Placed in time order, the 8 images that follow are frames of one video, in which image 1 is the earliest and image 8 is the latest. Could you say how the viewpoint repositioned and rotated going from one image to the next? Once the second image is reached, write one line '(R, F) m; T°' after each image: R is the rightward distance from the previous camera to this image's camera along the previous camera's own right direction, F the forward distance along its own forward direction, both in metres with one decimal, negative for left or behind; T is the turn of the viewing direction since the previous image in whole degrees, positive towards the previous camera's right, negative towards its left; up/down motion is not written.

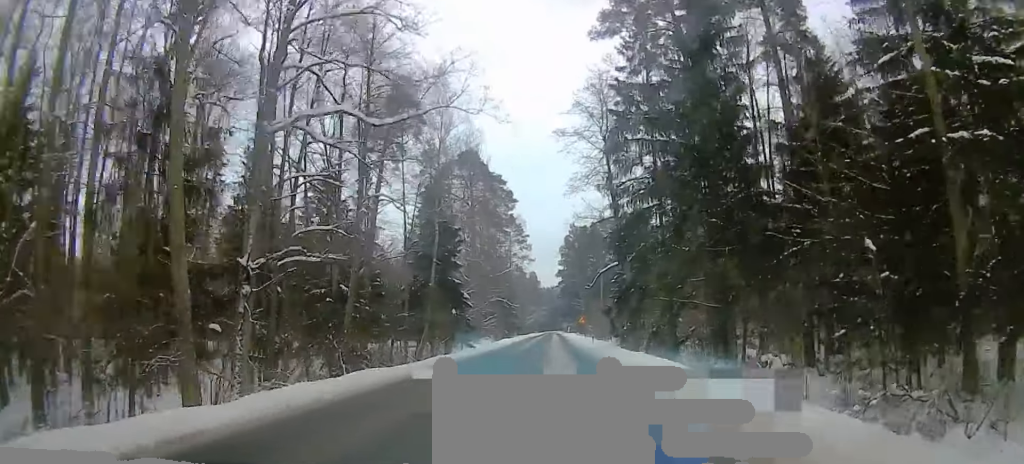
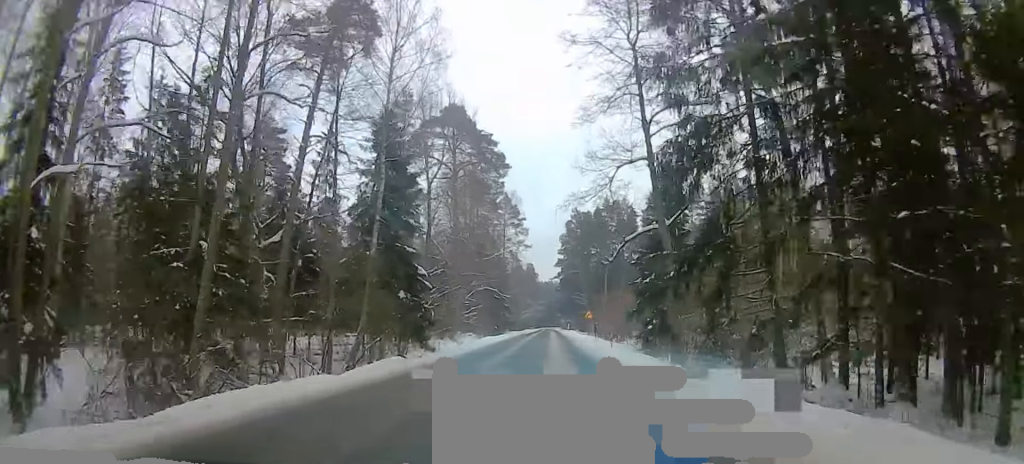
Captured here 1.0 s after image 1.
(0.0, +18.9) m; +2°
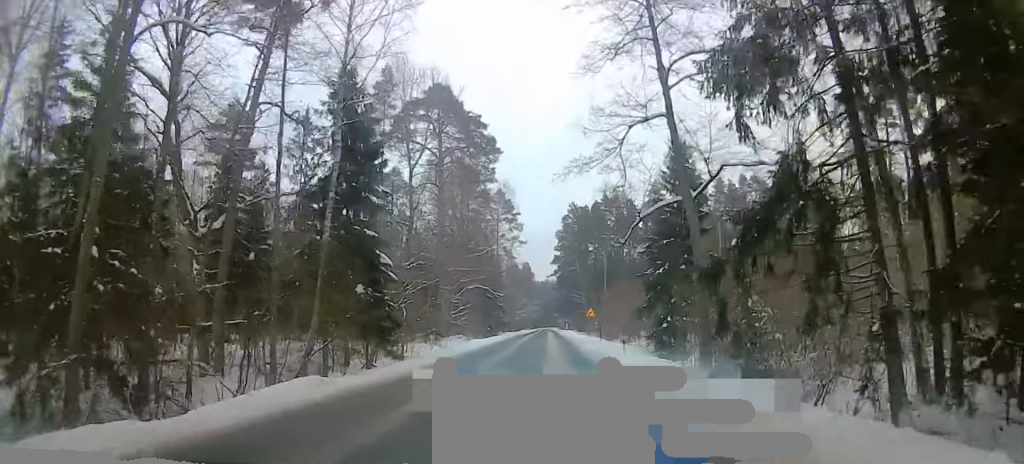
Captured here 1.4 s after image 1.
(+0.1, +7.6) m; +1°
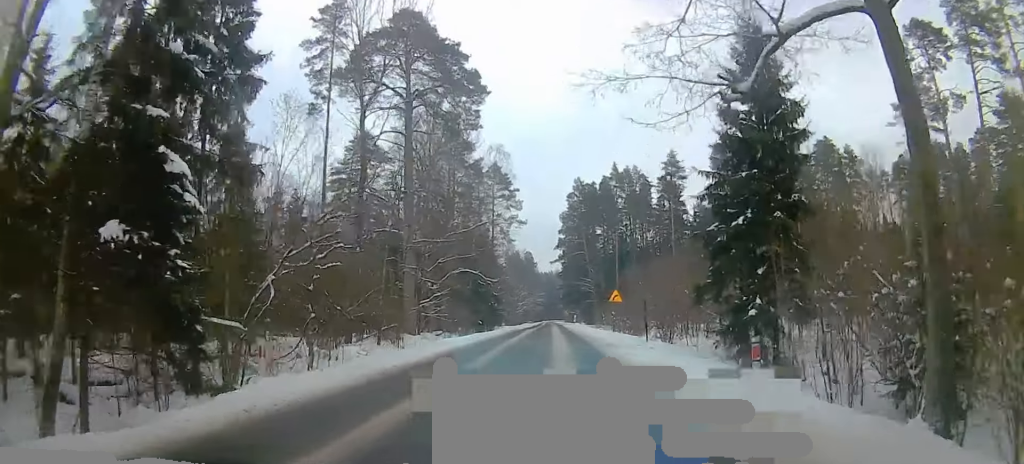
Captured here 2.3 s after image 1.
(+0.7, +17.8) m; +1°
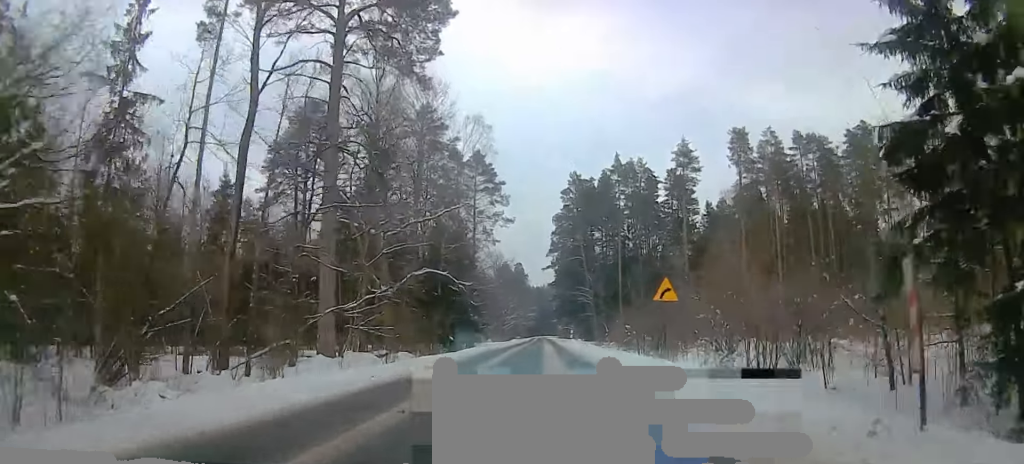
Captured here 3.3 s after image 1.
(-0.4, +17.8) m; 0°
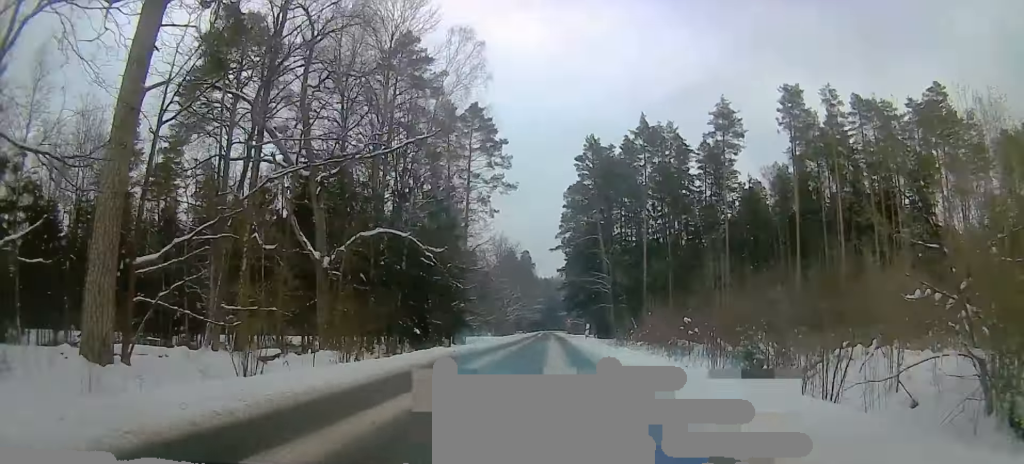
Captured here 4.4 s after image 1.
(+0.3, +19.1) m; -1°
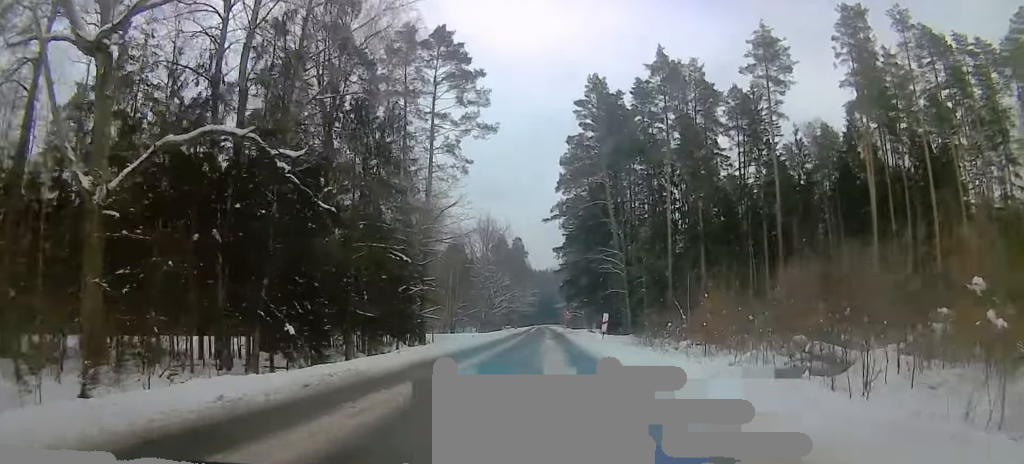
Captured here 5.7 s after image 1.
(-0.6, +21.8) m; -2°
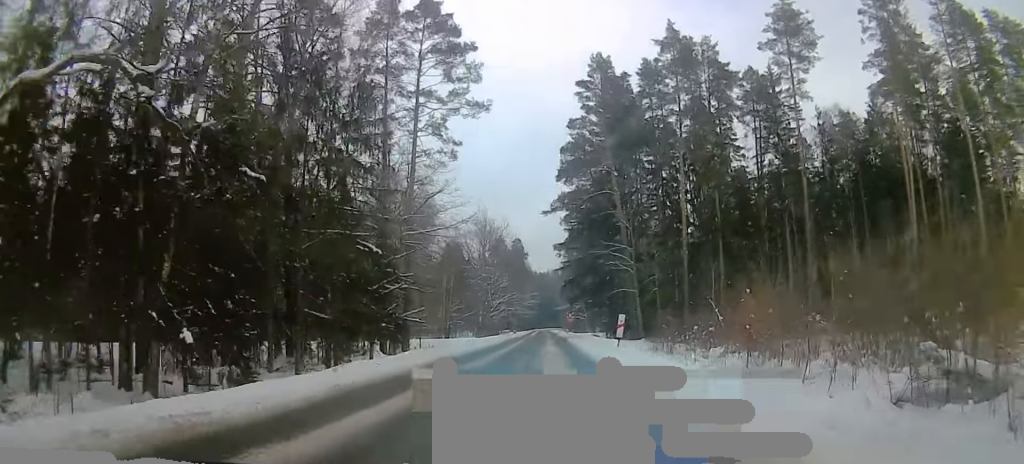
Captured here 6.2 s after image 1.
(0.0, +7.6) m; 0°
